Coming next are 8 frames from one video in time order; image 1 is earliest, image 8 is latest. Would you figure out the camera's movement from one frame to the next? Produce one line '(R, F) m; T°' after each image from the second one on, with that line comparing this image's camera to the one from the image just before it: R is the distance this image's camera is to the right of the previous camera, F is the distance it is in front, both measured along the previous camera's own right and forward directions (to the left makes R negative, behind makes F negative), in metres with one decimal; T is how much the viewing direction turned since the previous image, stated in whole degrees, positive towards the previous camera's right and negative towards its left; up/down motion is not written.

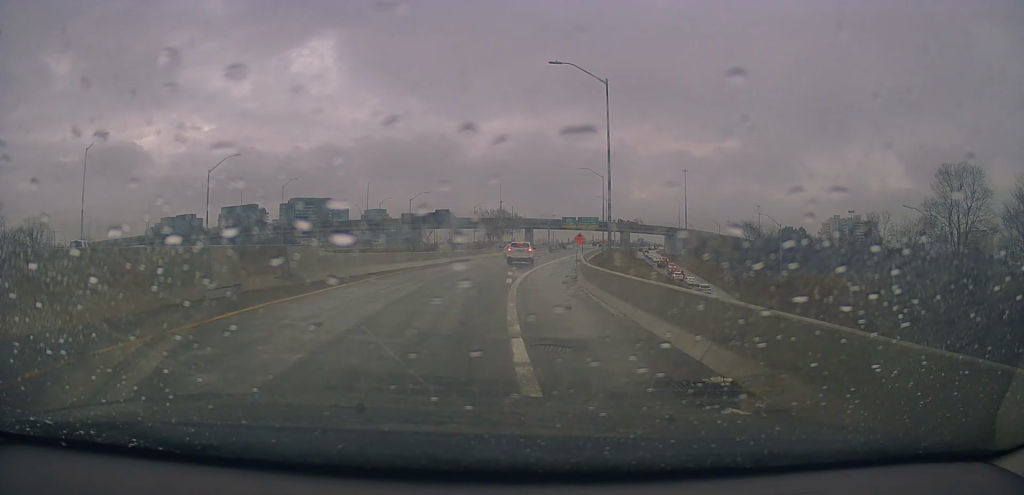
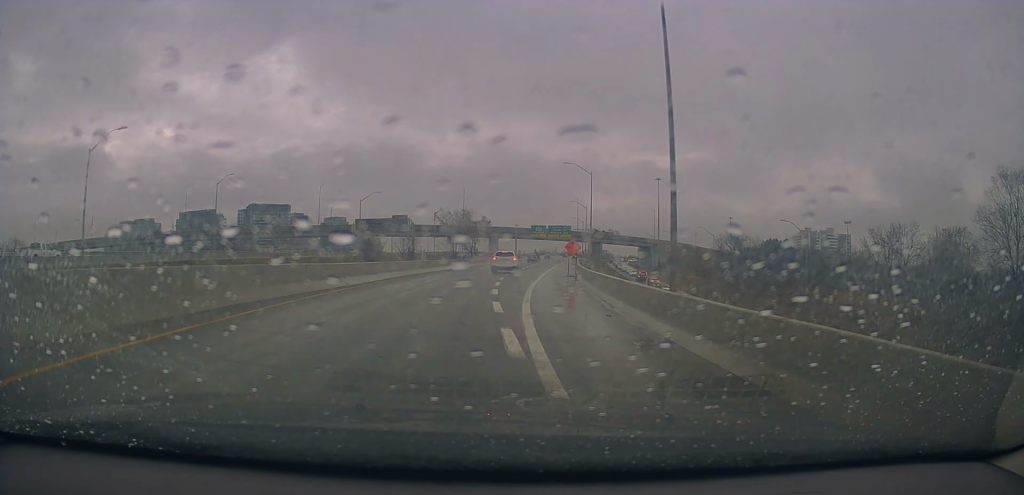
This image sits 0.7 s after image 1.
(+0.5, +12.9) m; +6°
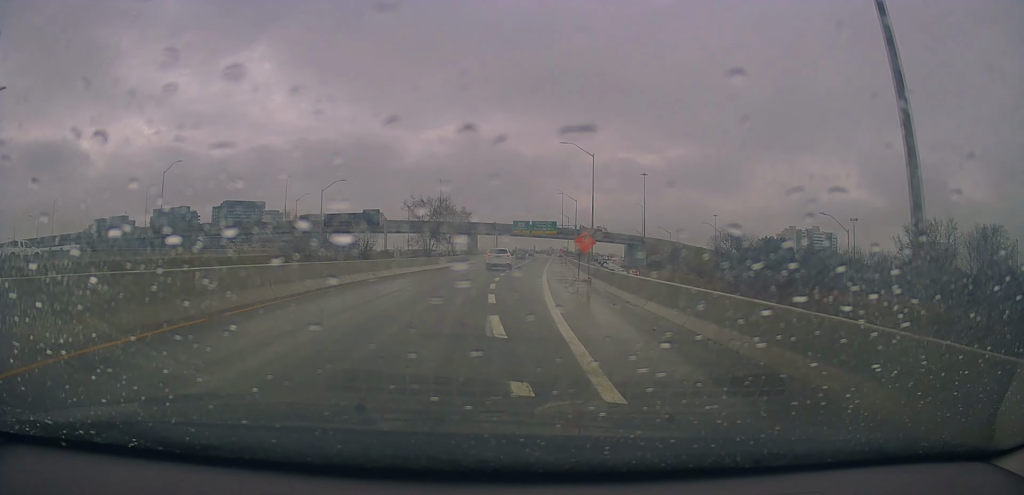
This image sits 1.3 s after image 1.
(+0.7, +10.7) m; +2°
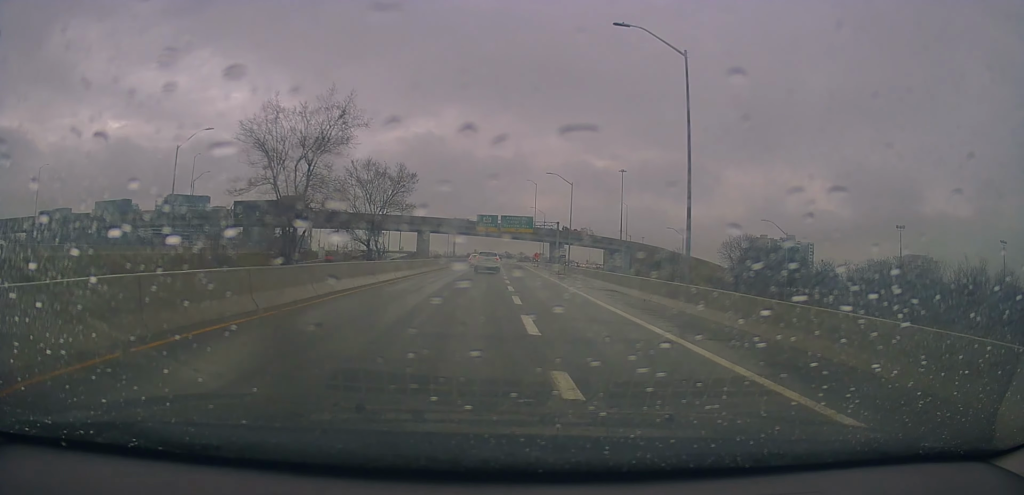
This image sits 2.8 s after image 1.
(+0.9, +29.0) m; +3°
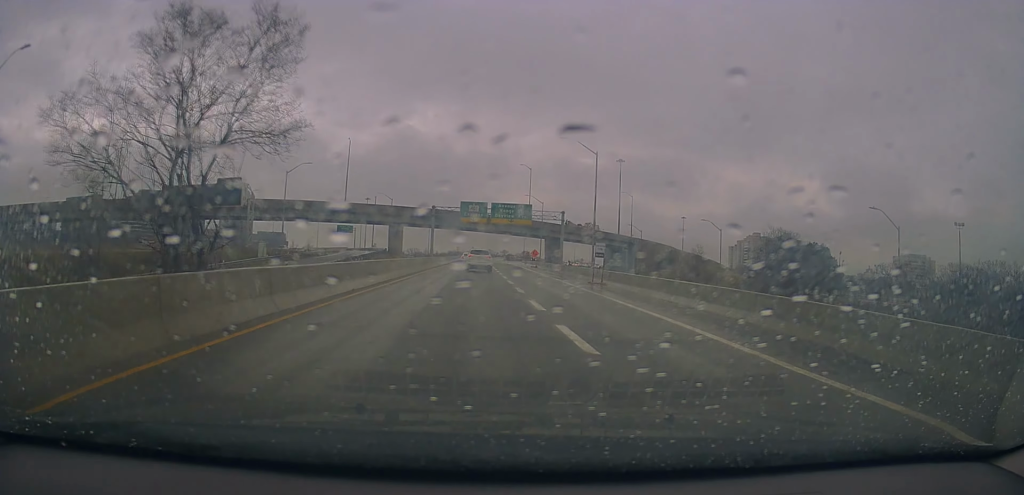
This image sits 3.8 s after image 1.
(+0.4, +20.3) m; +3°
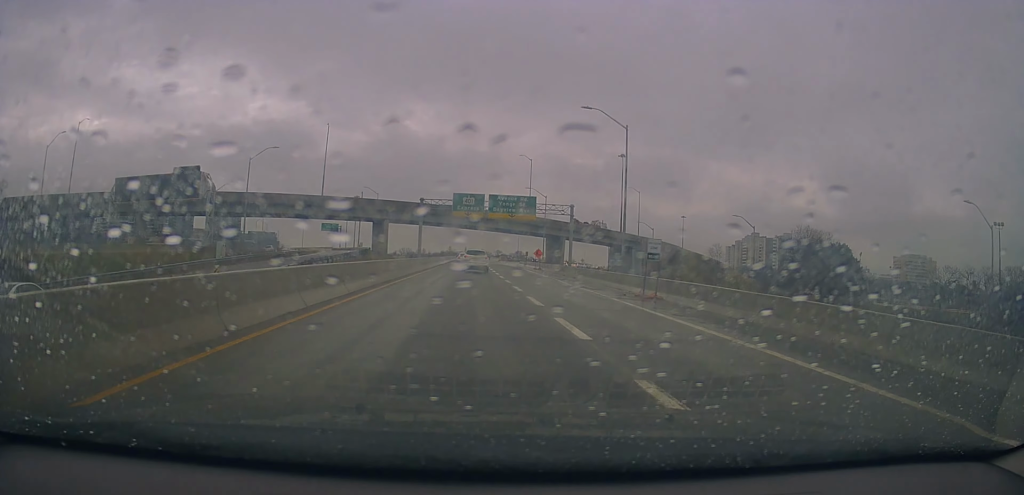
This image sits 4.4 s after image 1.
(+0.3, +10.8) m; +1°
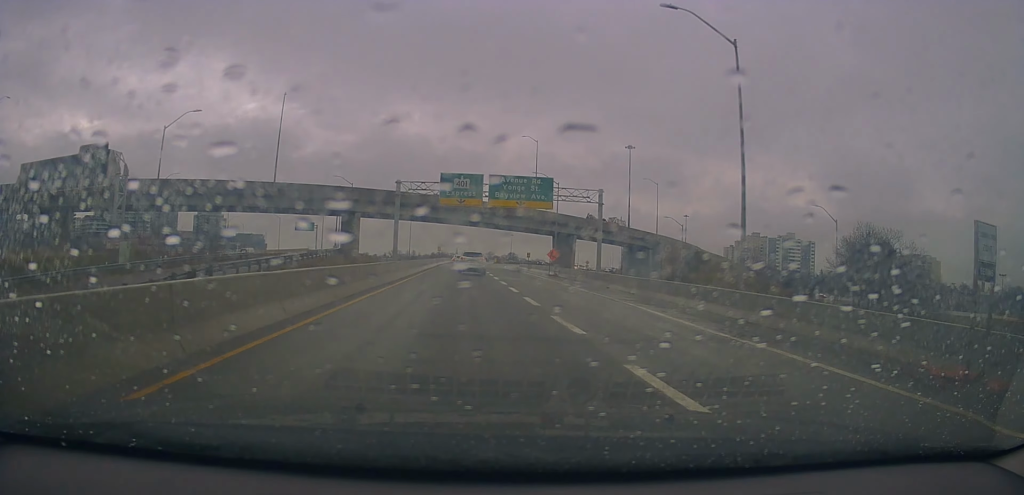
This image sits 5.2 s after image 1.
(+0.3, +17.0) m; +1°
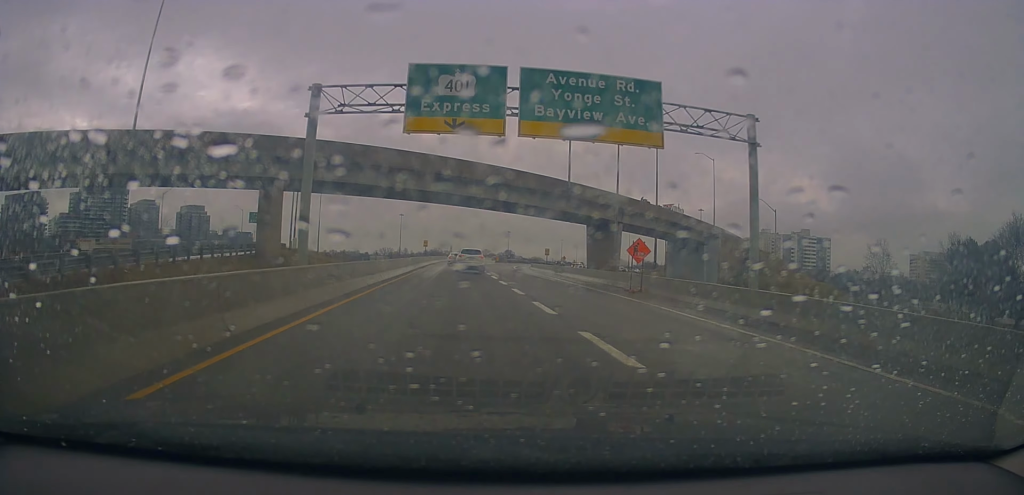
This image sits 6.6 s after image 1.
(+0.2, +28.5) m; 0°
